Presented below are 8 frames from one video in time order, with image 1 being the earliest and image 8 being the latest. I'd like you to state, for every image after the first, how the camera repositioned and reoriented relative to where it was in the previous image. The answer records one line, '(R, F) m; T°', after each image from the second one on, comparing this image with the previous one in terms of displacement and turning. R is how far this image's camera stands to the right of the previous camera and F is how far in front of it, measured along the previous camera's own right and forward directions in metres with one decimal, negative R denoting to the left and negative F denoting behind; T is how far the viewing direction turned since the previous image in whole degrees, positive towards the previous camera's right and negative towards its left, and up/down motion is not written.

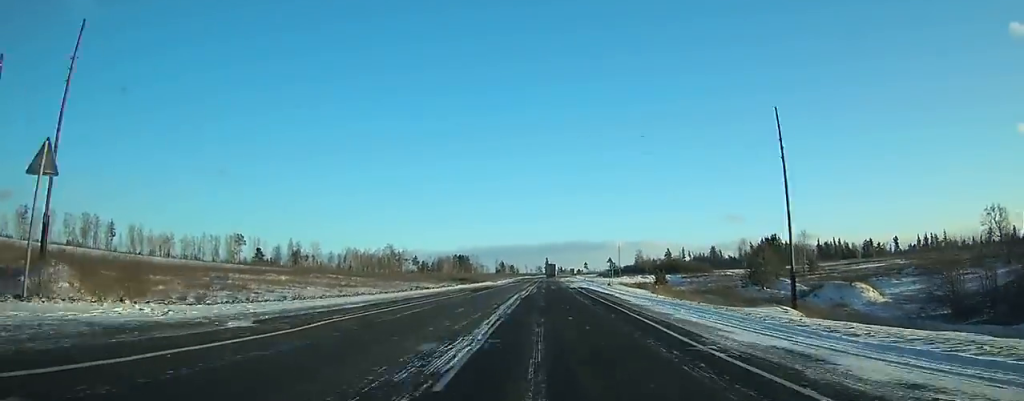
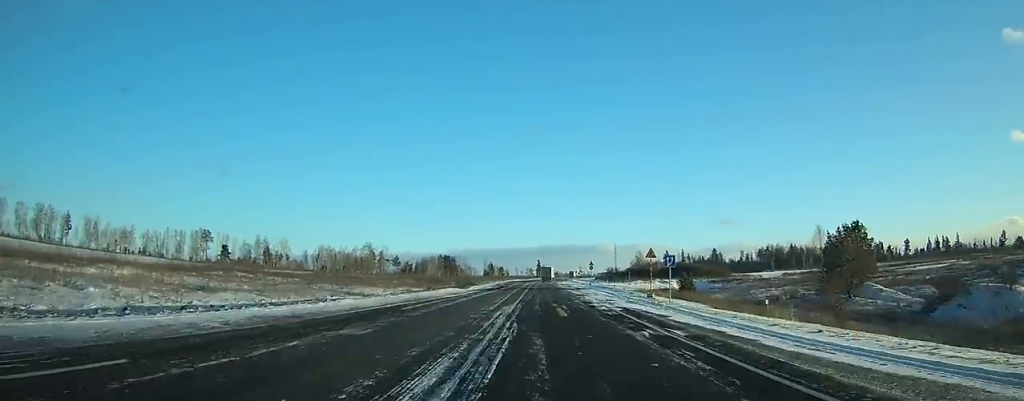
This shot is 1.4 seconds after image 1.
(+0.3, +32.2) m; +1°
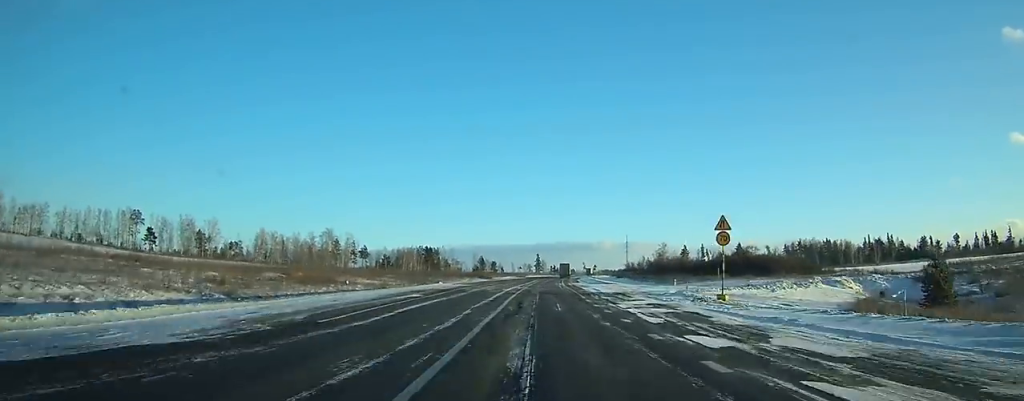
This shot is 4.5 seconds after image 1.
(+0.4, +71.2) m; +1°
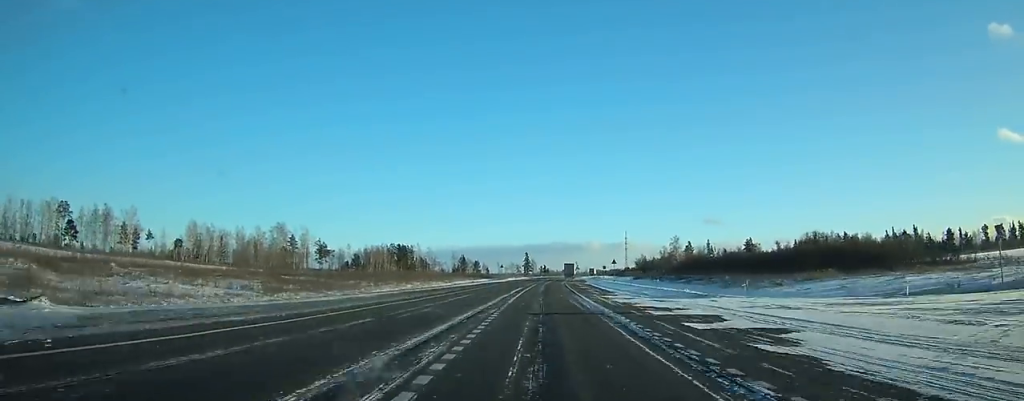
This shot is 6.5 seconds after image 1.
(+0.2, +48.5) m; +1°
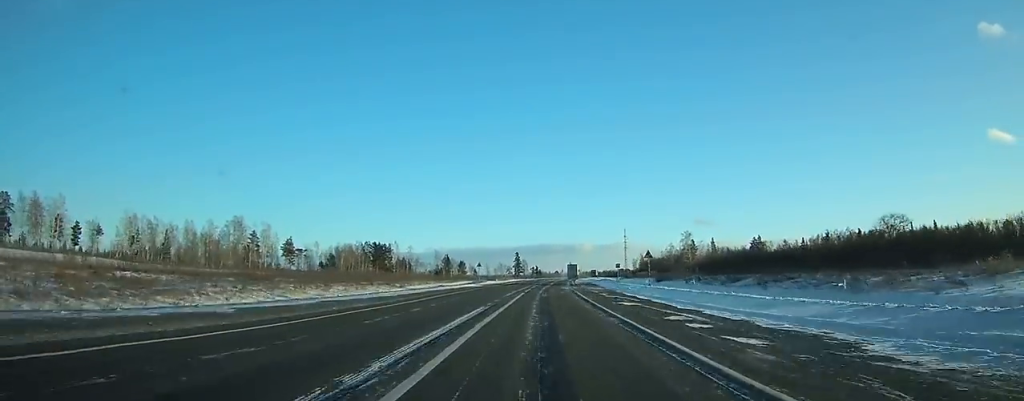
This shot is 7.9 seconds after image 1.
(+0.2, +33.1) m; +1°
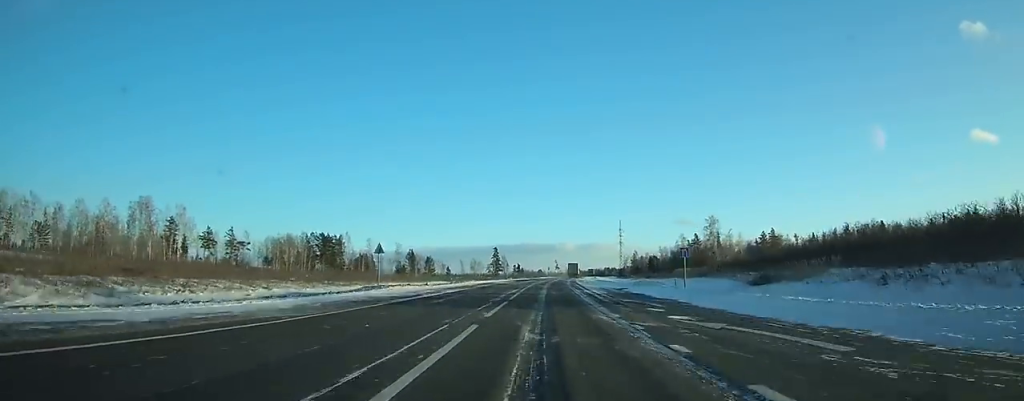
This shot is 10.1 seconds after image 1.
(+0.8, +50.6) m; +2°
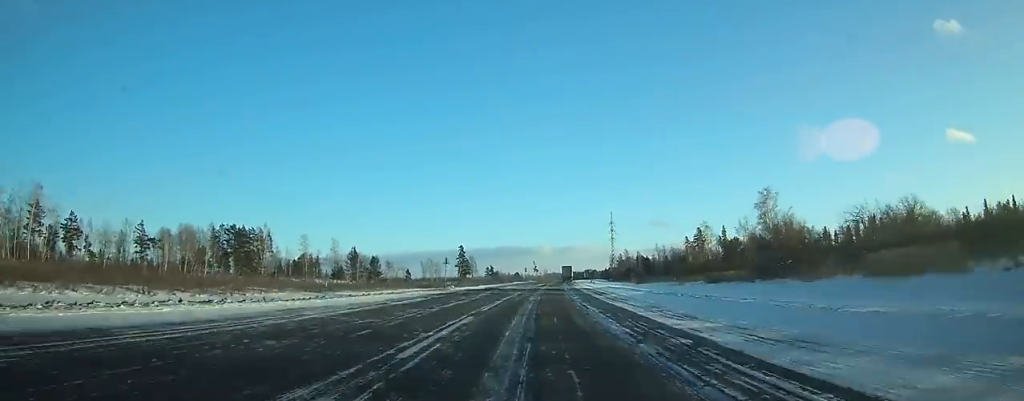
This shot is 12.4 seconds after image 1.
(+1.1, +55.7) m; +2°
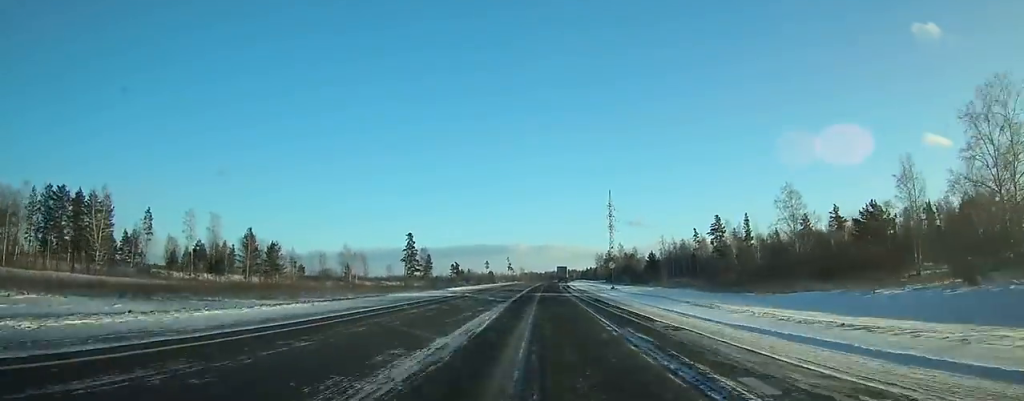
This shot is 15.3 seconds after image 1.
(+1.4, +68.3) m; +2°
